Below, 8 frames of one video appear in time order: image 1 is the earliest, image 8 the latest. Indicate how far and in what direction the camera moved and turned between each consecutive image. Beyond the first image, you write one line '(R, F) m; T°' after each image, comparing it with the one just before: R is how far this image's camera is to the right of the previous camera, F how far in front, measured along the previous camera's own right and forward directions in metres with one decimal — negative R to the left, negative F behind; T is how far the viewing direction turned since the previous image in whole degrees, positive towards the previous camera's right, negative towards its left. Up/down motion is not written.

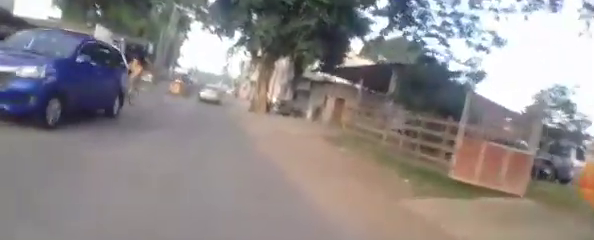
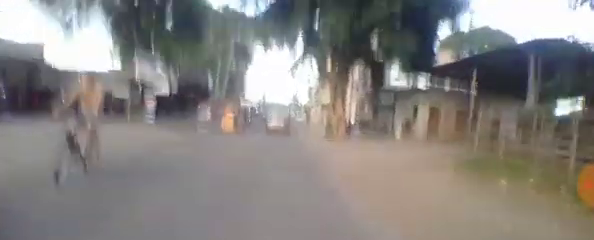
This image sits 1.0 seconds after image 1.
(-1.1, +4.9) m; -11°
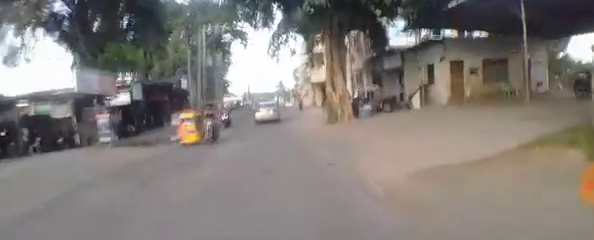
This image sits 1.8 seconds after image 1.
(+0.2, +3.9) m; -2°
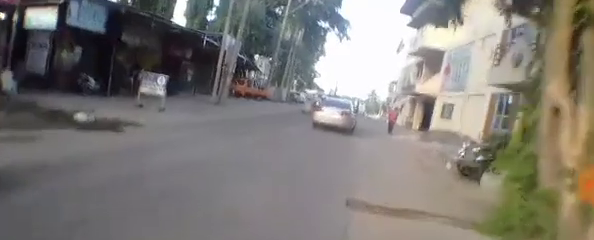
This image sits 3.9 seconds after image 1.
(-0.9, +11.0) m; -6°
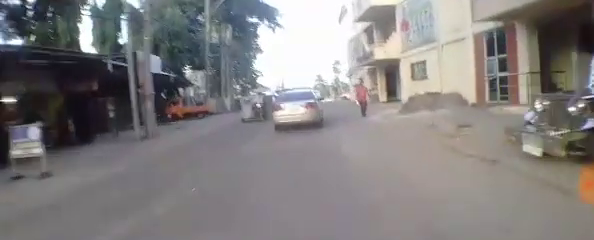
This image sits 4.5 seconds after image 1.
(0.0, +3.6) m; 0°
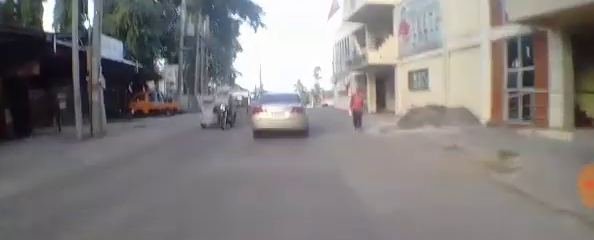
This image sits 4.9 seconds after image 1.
(0.0, +2.8) m; 0°
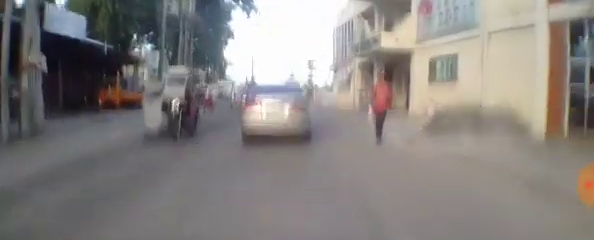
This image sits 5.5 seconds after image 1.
(0.0, +2.9) m; 0°
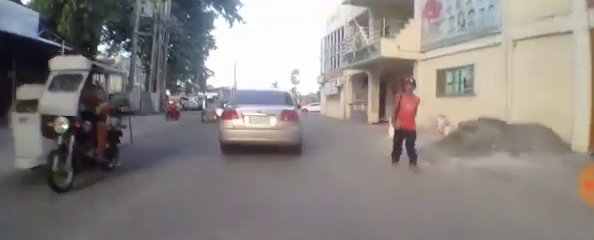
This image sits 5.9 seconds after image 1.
(0.0, +2.3) m; 0°
